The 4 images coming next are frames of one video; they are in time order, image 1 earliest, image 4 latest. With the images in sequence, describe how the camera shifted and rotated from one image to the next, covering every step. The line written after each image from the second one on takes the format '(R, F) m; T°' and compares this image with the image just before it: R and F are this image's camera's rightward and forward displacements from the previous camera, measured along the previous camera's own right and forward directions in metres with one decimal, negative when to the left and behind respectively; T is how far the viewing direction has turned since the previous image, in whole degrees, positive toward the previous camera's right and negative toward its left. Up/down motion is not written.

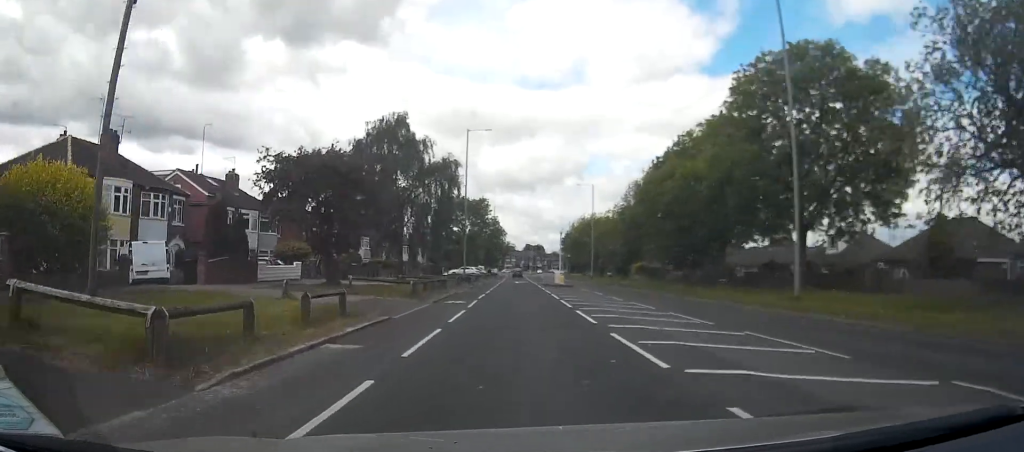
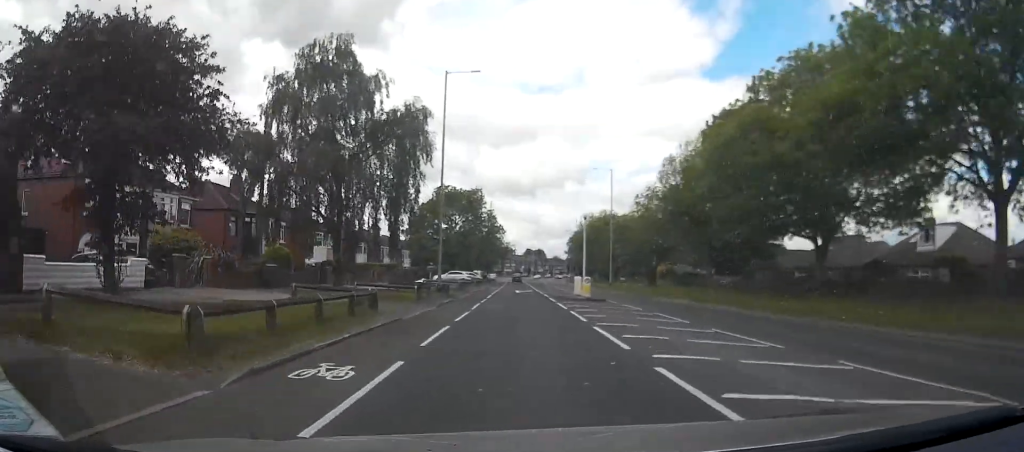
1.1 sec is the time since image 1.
(0.0, +16.1) m; -1°
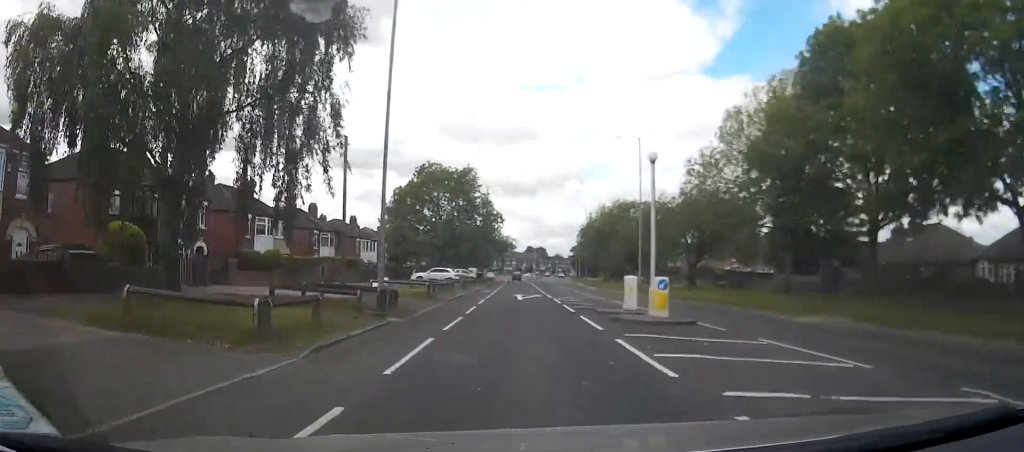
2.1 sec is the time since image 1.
(-0.3, +14.8) m; -1°
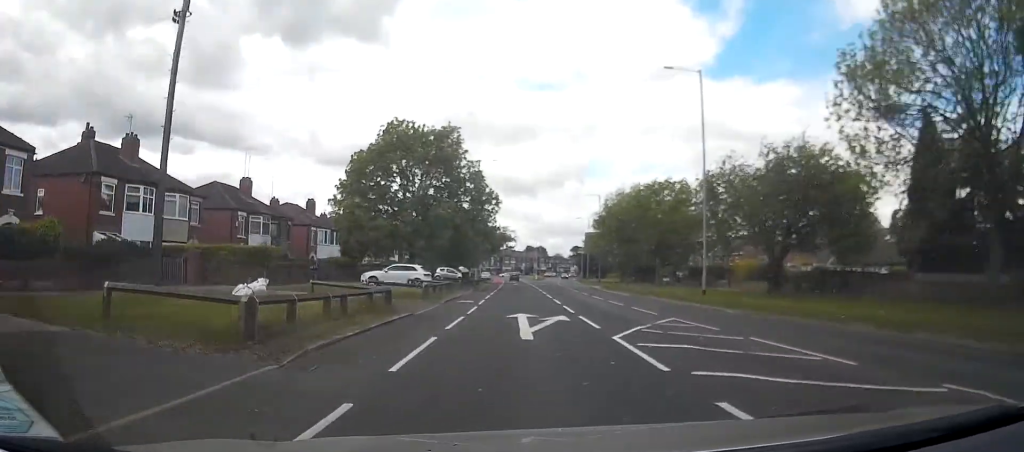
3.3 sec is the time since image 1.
(0.0, +17.2) m; 0°
